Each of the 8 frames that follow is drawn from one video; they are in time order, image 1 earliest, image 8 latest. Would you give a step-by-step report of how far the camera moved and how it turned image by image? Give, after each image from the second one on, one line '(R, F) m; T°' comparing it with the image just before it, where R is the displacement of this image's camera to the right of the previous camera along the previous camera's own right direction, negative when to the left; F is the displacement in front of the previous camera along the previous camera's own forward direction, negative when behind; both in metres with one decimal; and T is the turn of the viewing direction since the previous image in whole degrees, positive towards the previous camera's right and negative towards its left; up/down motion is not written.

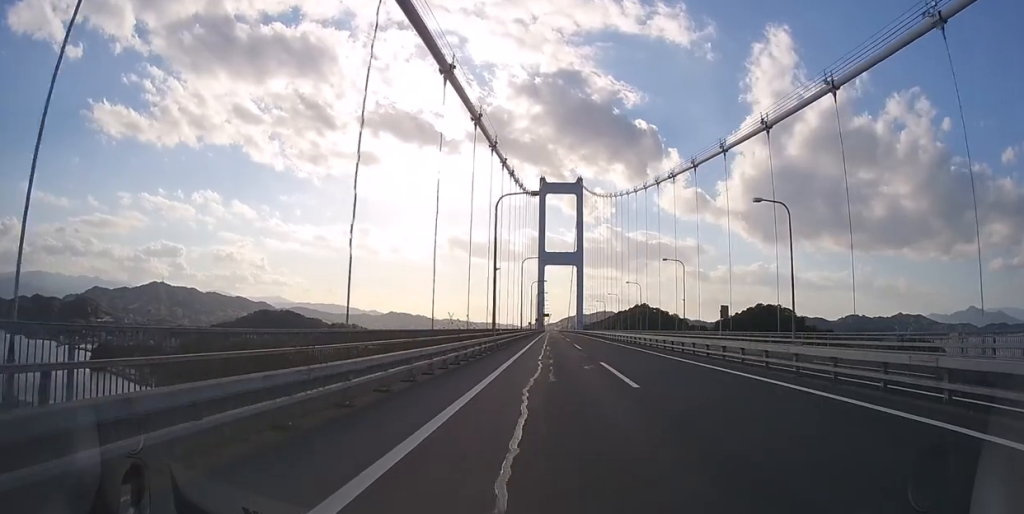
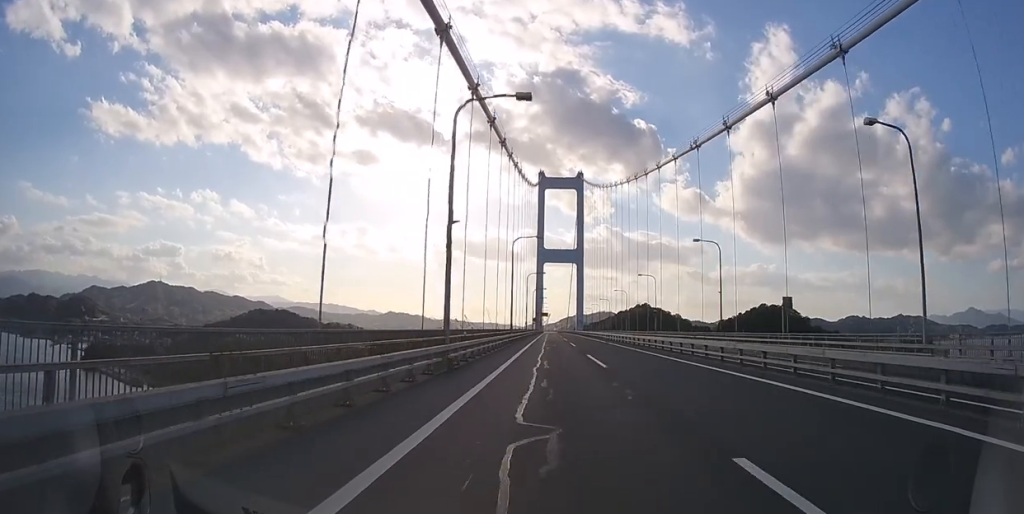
(0.0, +14.2) m; 0°
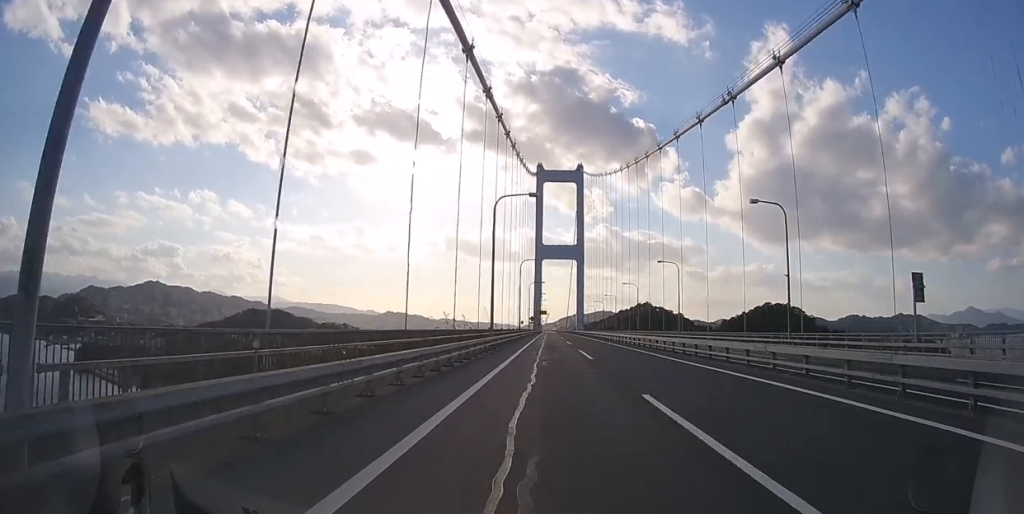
(0.0, +14.2) m; 0°
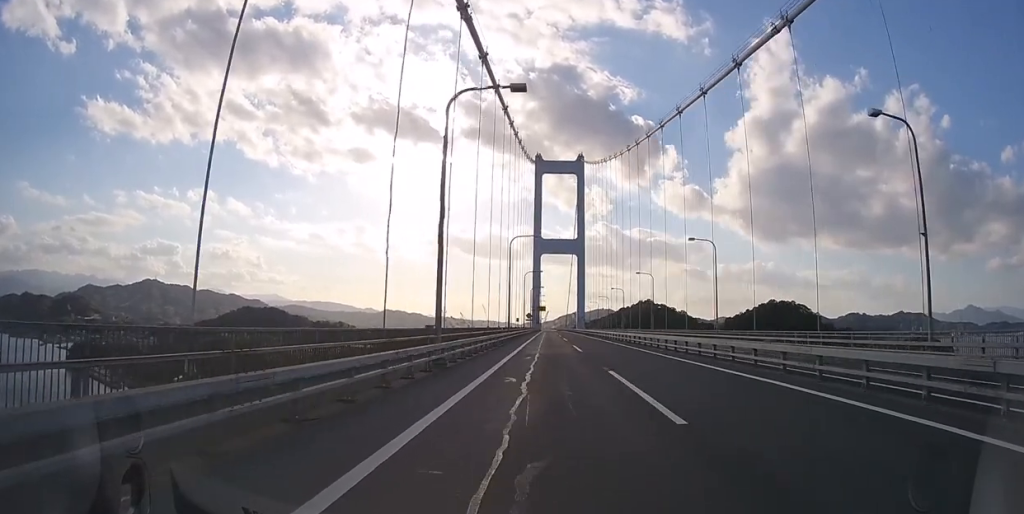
(0.0, +15.0) m; 0°
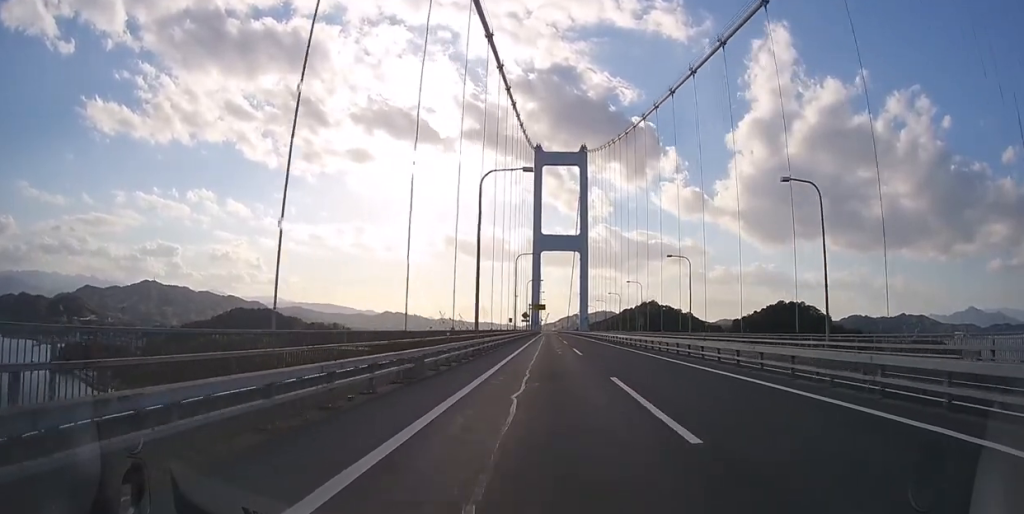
(+0.1, +21.1) m; 0°
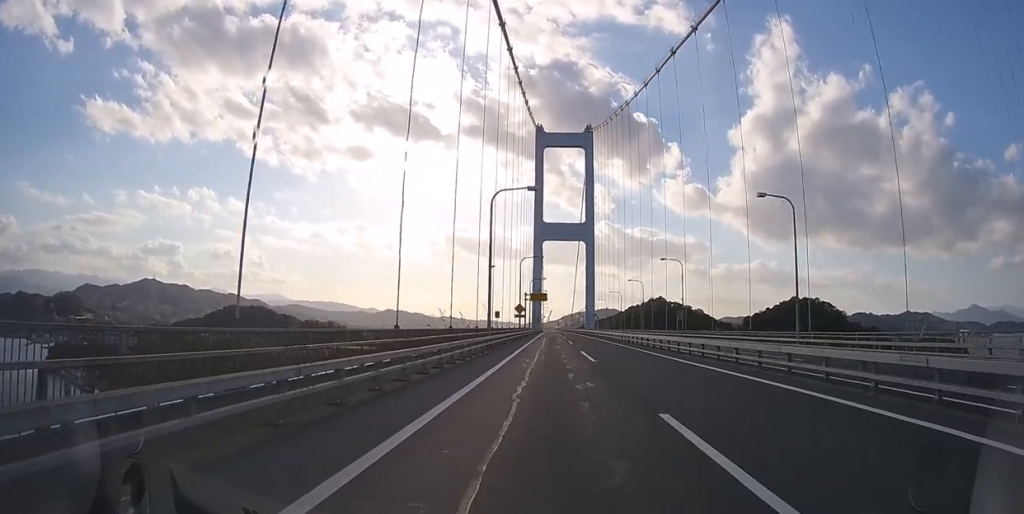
(0.0, +26.5) m; 0°
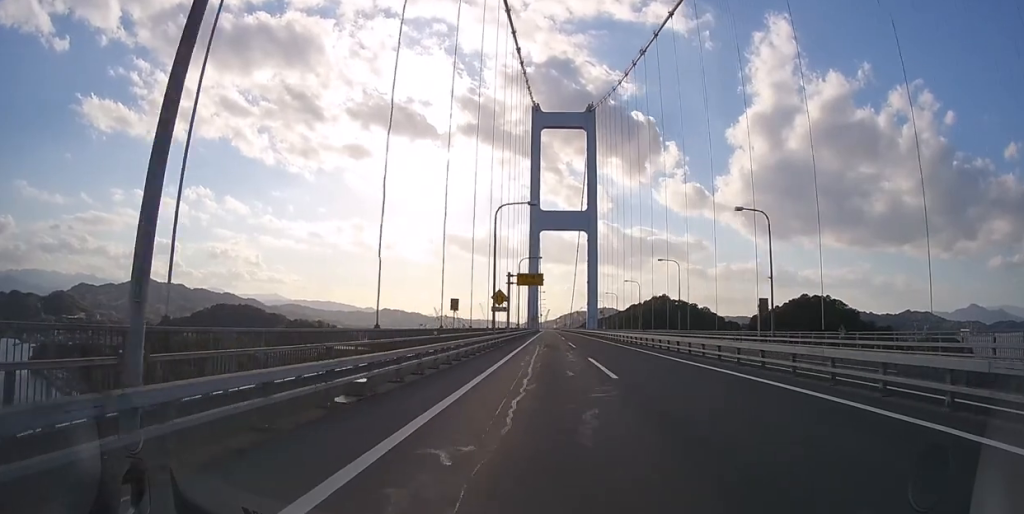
(-0.1, +26.4) m; 0°
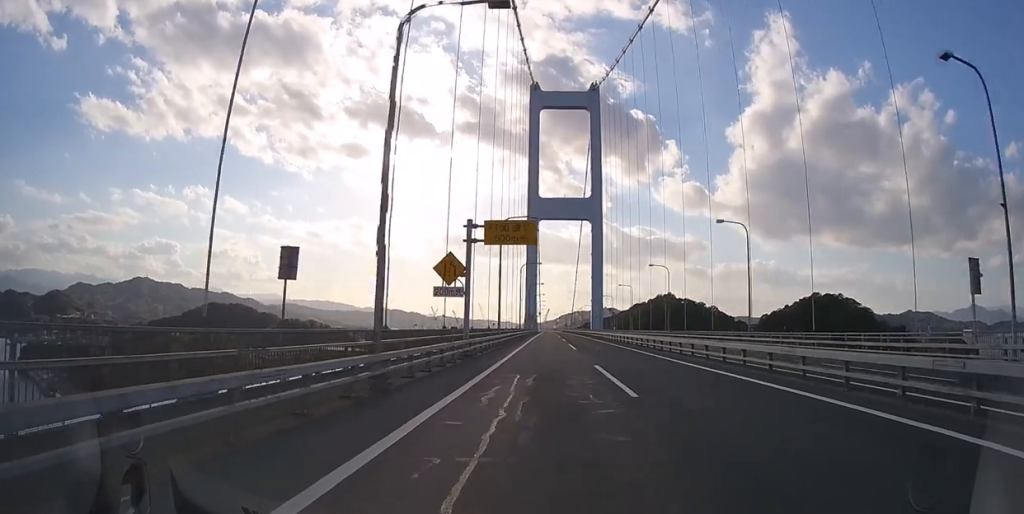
(0.0, +23.2) m; 0°
